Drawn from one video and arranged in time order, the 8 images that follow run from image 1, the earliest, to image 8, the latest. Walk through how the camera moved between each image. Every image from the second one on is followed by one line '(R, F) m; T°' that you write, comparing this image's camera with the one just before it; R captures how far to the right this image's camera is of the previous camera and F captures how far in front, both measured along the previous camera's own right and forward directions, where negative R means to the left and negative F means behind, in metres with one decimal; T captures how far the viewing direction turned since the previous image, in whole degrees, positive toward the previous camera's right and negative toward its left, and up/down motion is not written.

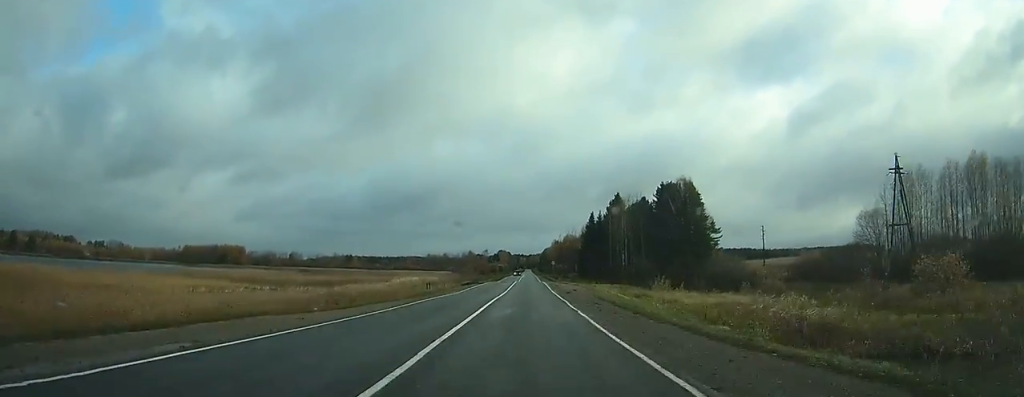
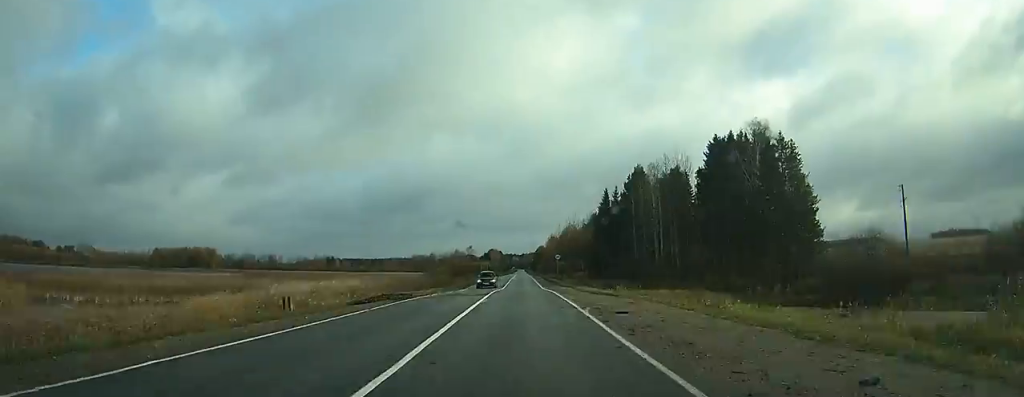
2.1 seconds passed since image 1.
(0.0, +40.8) m; 0°
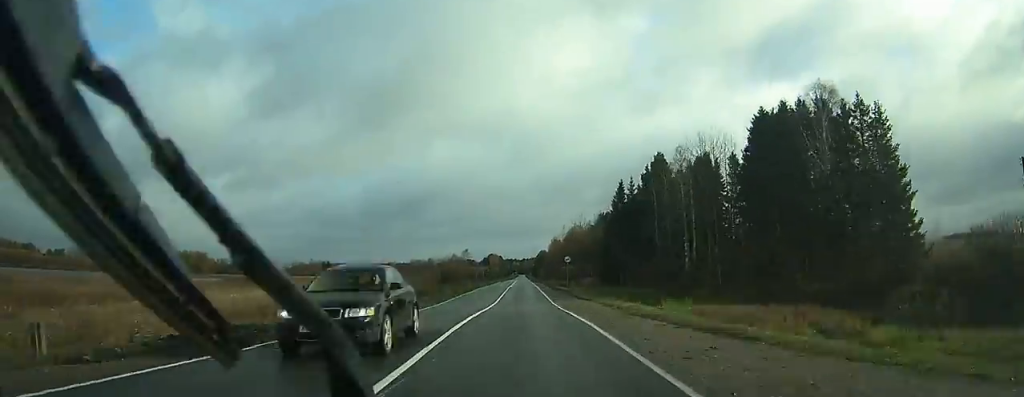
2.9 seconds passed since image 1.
(0.0, +17.2) m; 0°
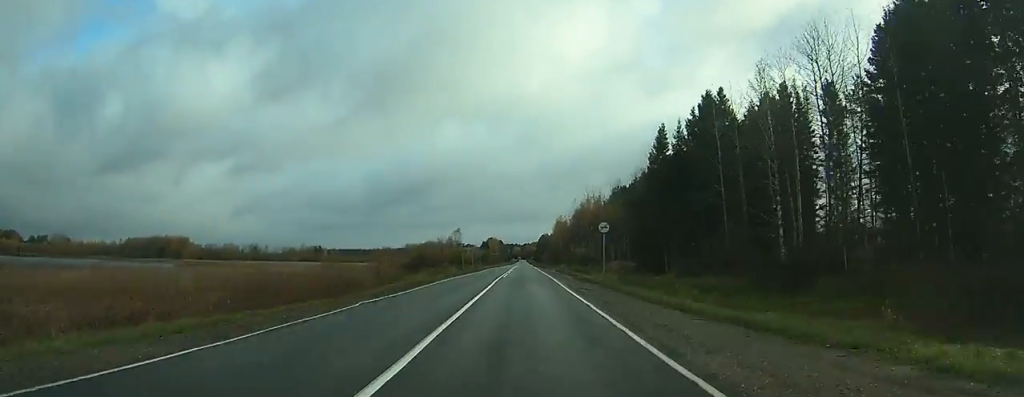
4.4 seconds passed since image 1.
(0.0, +29.1) m; 0°
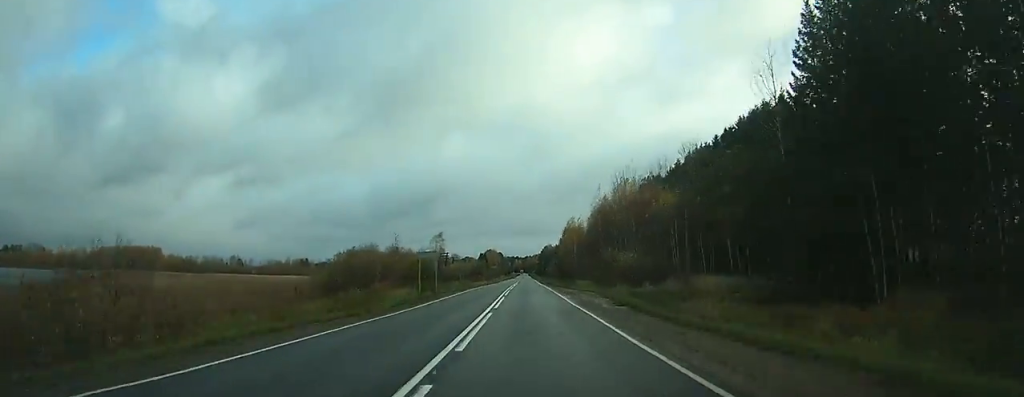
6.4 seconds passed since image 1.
(+0.1, +40.4) m; 0°
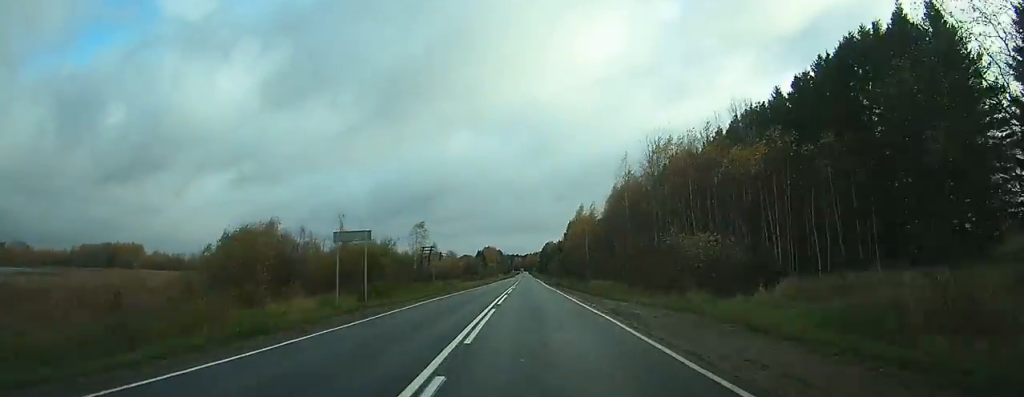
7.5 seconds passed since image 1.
(+0.1, +23.5) m; 0°
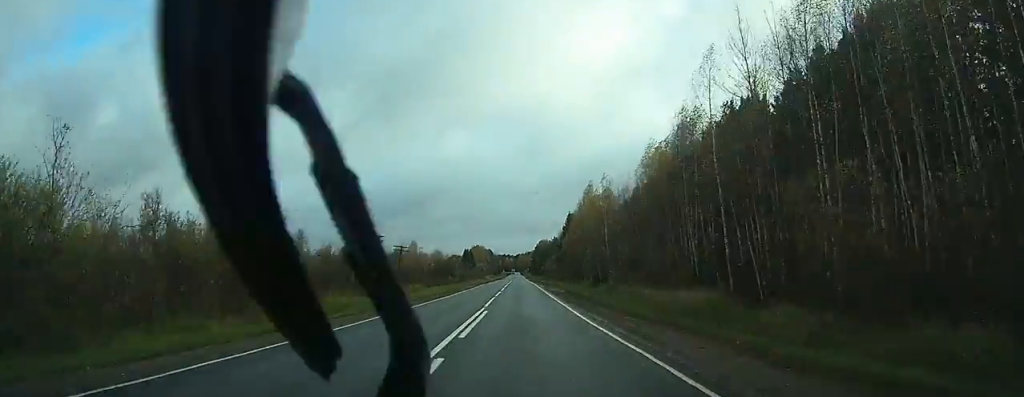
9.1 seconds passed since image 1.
(+0.1, +33.8) m; 0°
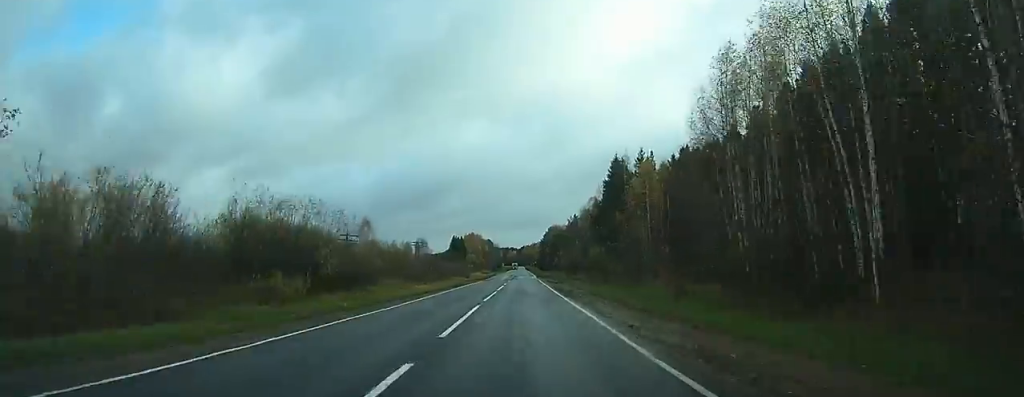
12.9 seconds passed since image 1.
(0.0, +82.0) m; 0°
